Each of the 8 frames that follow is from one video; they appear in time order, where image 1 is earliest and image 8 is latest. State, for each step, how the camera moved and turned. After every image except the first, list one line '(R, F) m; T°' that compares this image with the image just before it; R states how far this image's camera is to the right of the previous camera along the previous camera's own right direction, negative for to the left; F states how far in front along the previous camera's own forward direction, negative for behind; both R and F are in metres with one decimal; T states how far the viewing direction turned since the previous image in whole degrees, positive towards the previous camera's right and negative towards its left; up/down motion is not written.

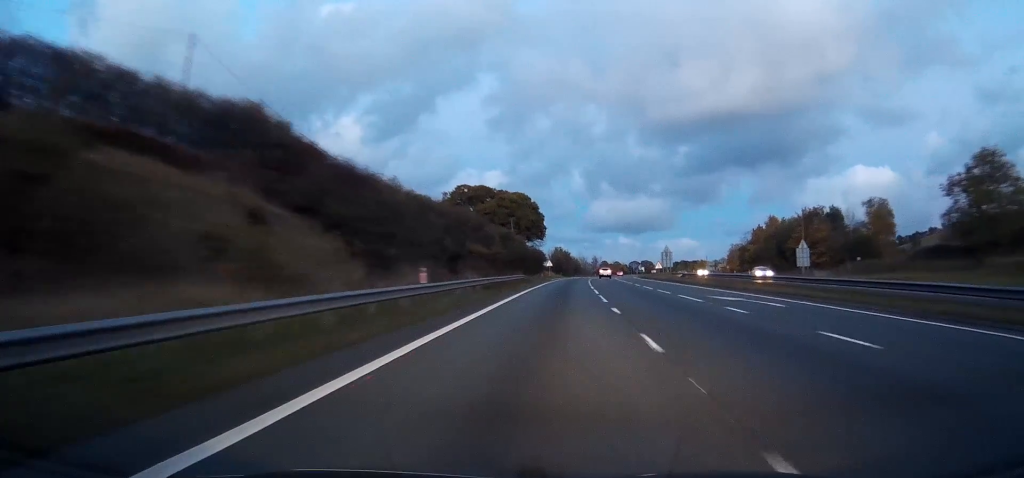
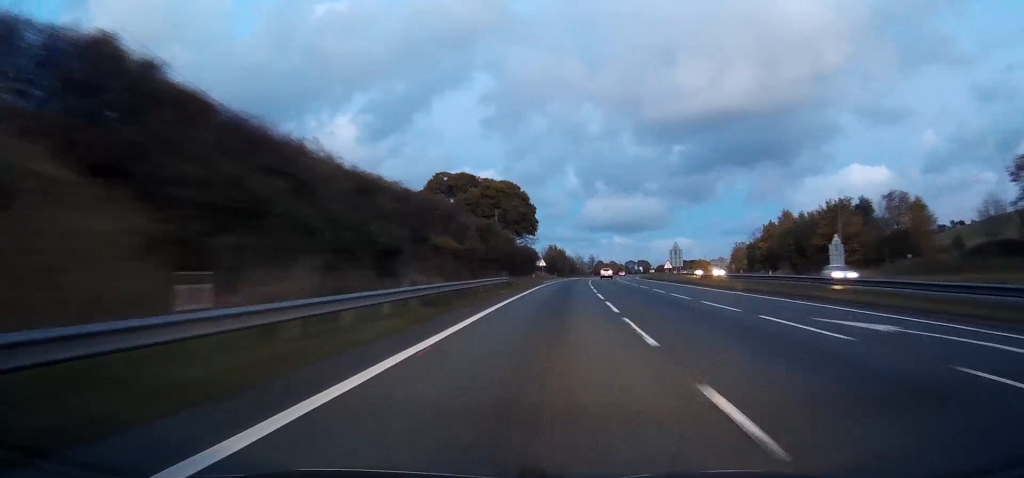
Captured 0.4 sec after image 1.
(0.0, +14.9) m; 0°
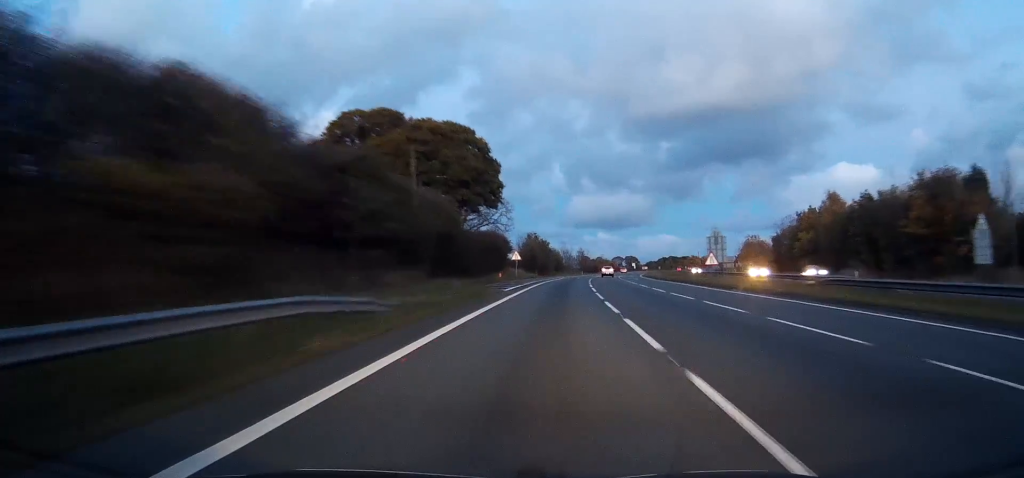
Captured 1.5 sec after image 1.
(0.0, +36.7) m; 0°
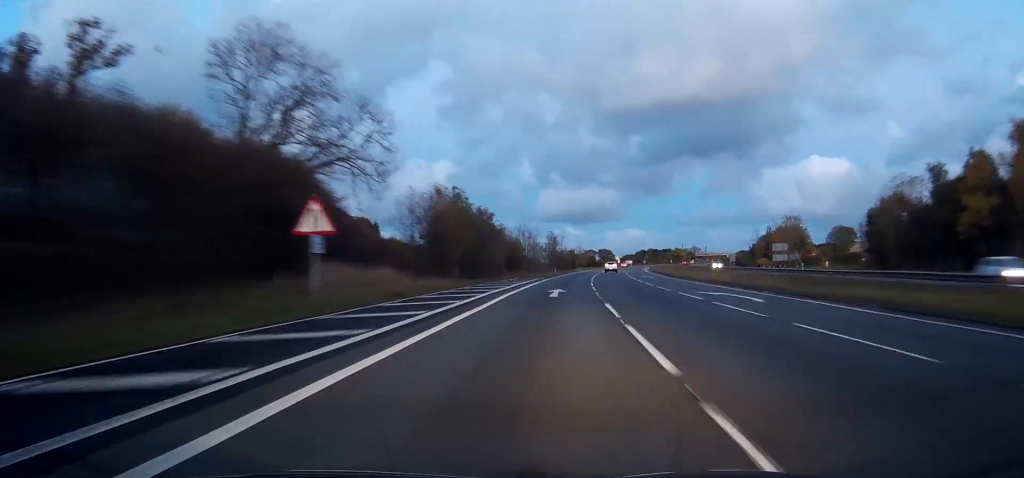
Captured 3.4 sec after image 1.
(0.0, +65.2) m; 0°
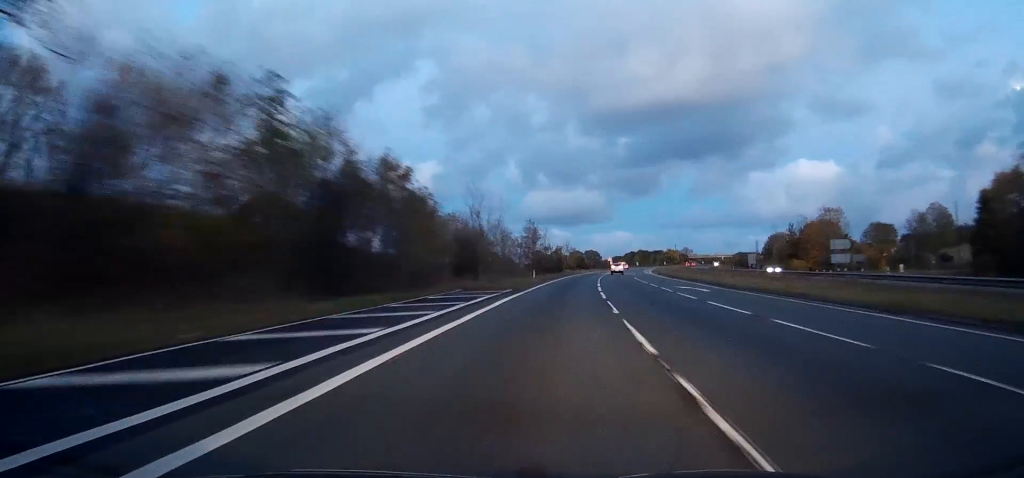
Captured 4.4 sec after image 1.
(0.0, +33.2) m; 0°
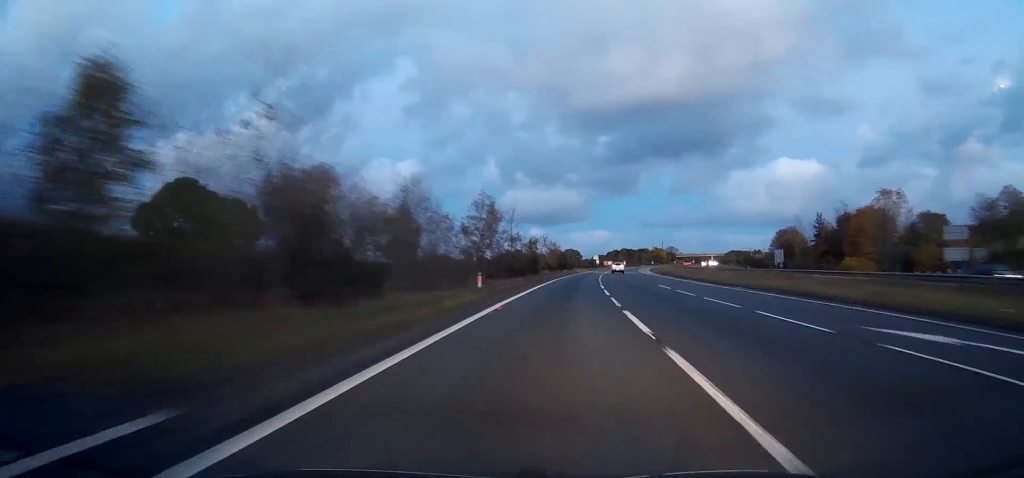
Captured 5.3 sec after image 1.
(0.0, +33.1) m; +2°
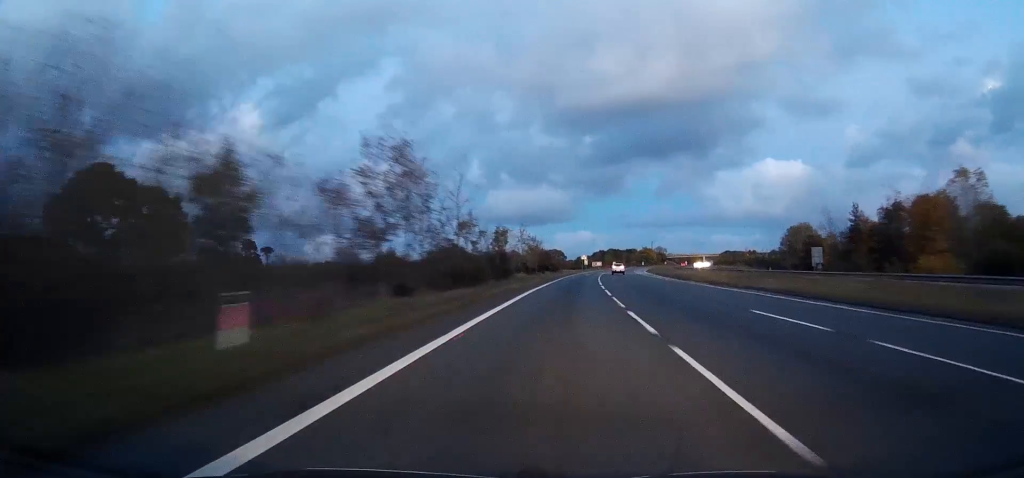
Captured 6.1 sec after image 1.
(+1.1, +26.2) m; +3°
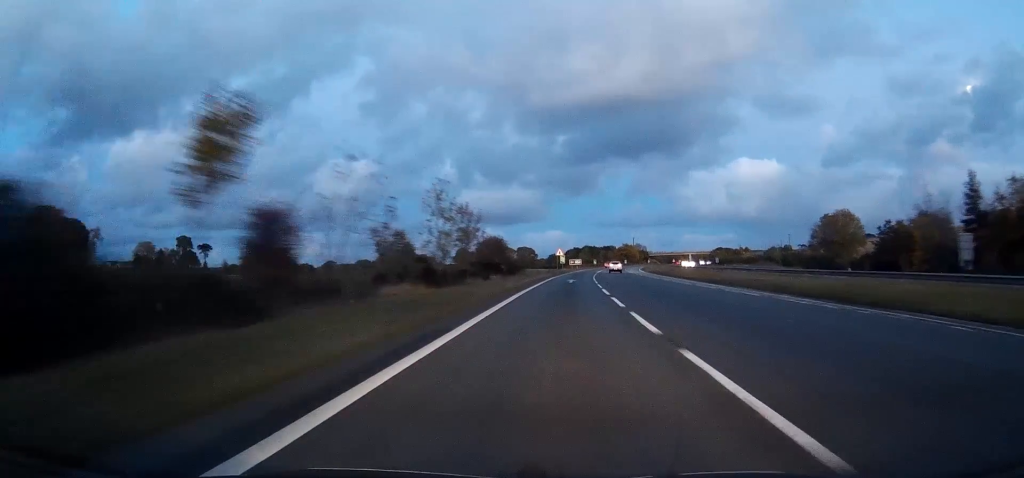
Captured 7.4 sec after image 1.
(+1.5, +45.6) m; +3°
